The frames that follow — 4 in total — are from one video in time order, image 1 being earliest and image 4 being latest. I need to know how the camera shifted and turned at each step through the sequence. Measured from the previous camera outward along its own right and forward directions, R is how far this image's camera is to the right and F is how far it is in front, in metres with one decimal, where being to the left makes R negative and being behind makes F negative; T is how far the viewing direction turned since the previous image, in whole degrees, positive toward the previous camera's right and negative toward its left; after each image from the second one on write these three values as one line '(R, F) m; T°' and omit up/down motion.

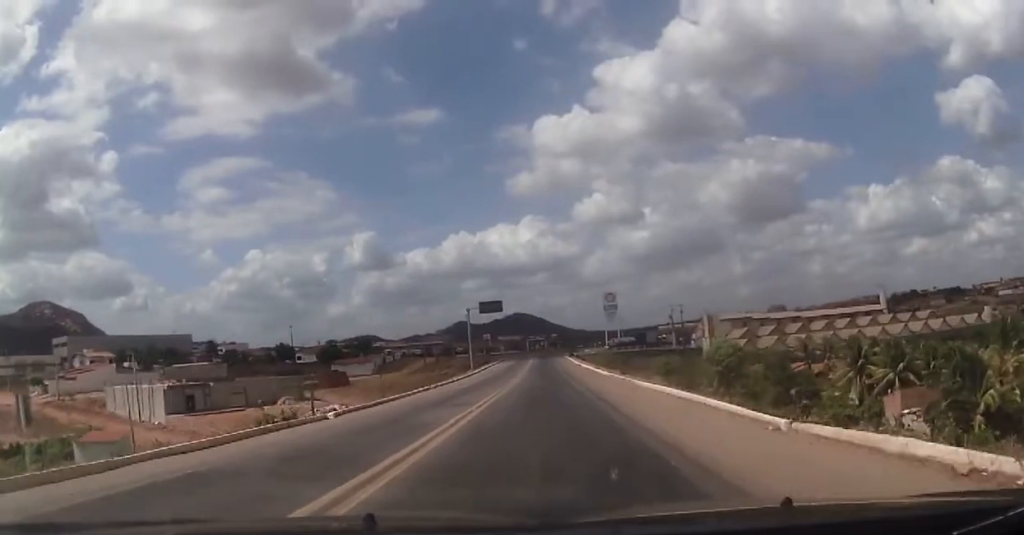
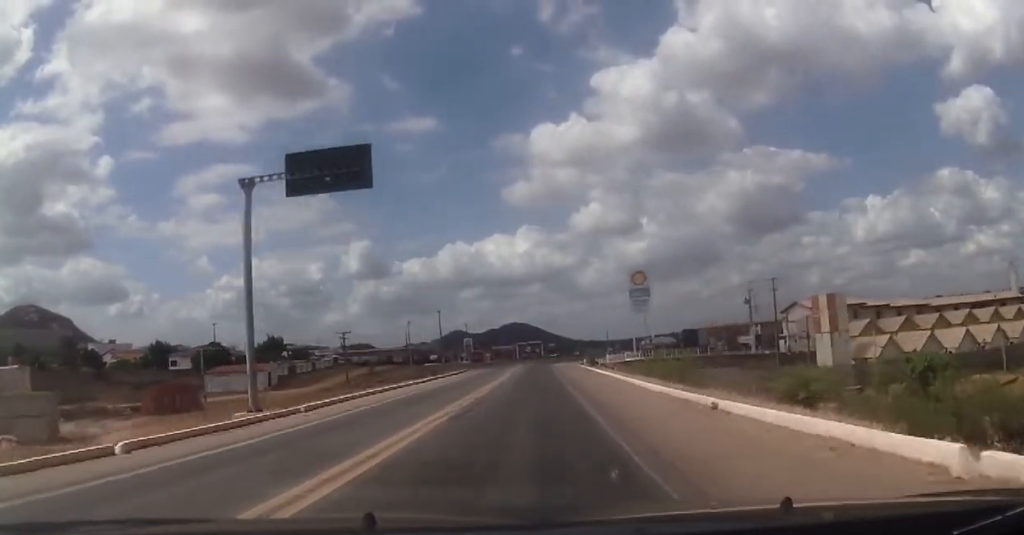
(-0.4, +66.0) m; 0°
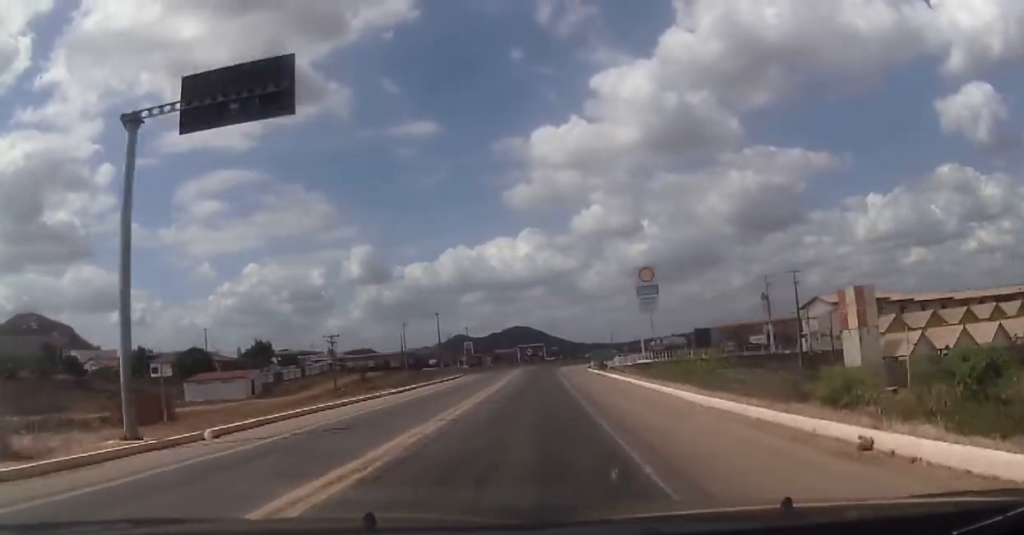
(0.0, +7.9) m; 0°
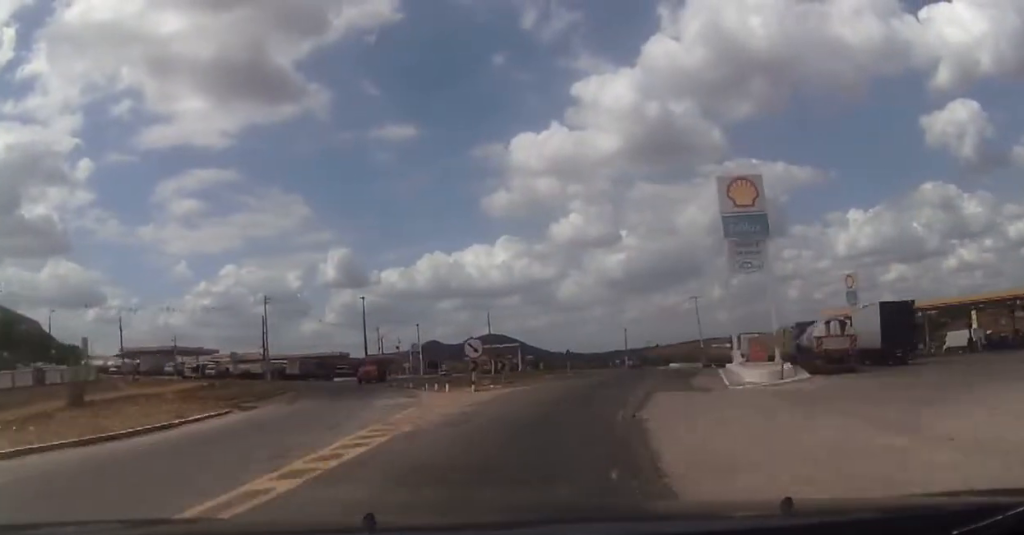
(-0.3, +71.9) m; +1°
